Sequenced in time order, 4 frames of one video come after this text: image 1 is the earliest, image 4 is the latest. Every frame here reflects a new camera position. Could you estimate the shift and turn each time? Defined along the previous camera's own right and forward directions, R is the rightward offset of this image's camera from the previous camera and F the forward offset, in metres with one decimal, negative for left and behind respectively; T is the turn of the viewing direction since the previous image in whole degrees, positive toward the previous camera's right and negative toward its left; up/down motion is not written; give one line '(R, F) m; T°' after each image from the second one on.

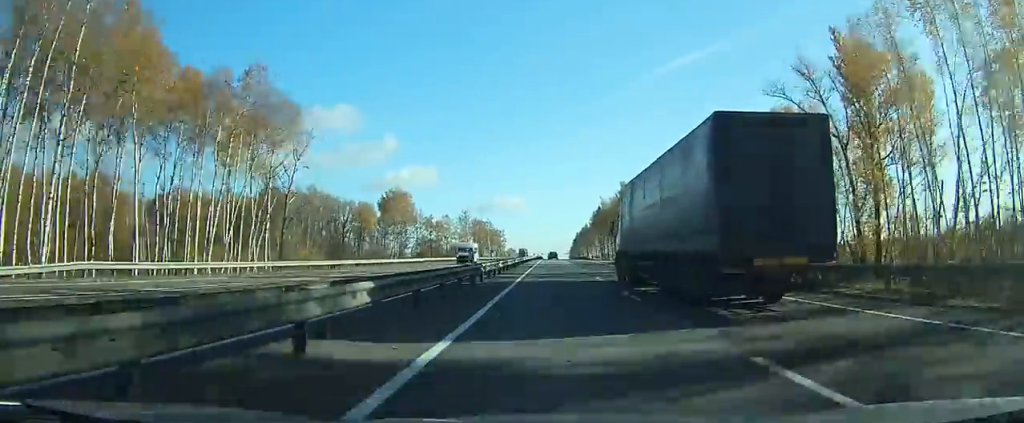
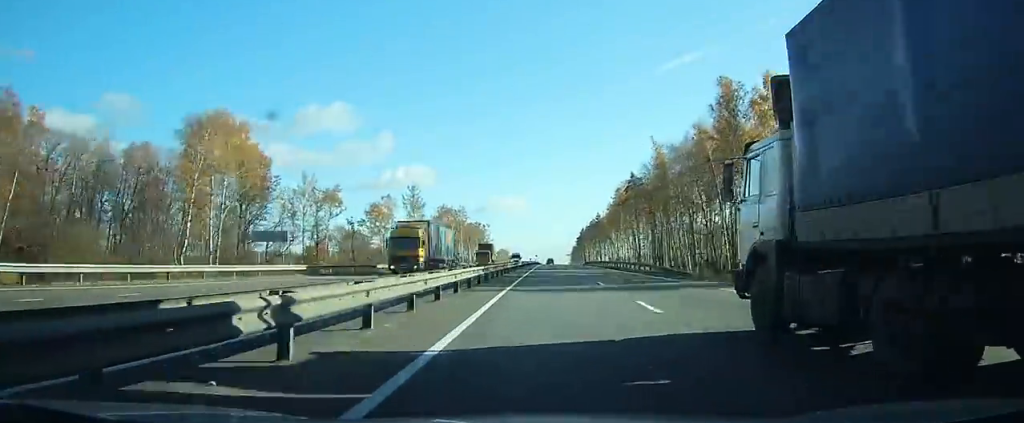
(+0.4, +81.0) m; 0°
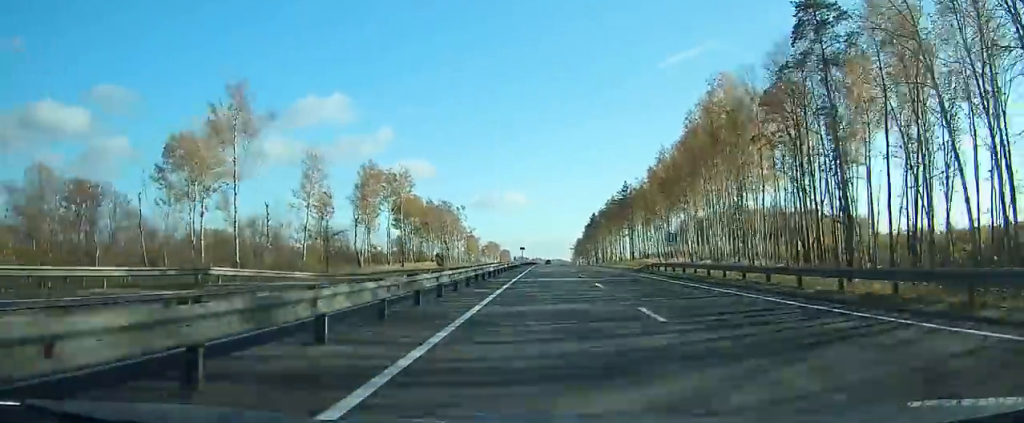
(0.0, +84.4) m; 0°
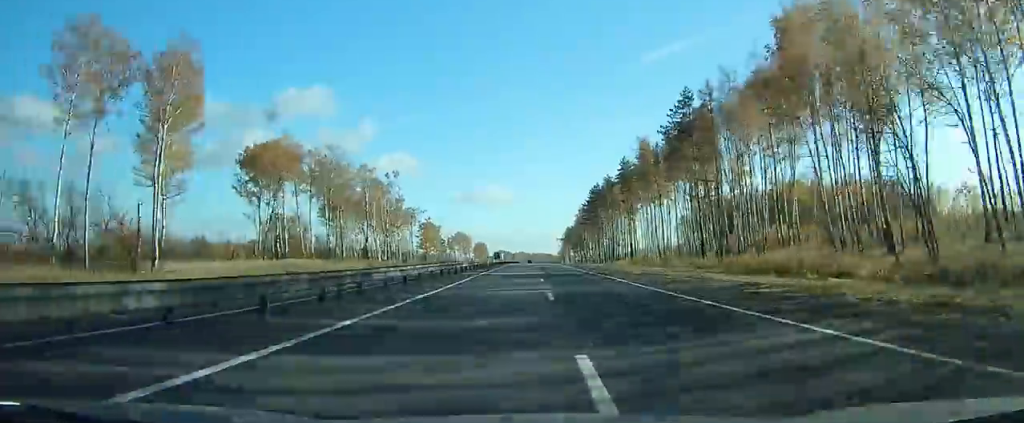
(+0.4, +80.8) m; 0°
